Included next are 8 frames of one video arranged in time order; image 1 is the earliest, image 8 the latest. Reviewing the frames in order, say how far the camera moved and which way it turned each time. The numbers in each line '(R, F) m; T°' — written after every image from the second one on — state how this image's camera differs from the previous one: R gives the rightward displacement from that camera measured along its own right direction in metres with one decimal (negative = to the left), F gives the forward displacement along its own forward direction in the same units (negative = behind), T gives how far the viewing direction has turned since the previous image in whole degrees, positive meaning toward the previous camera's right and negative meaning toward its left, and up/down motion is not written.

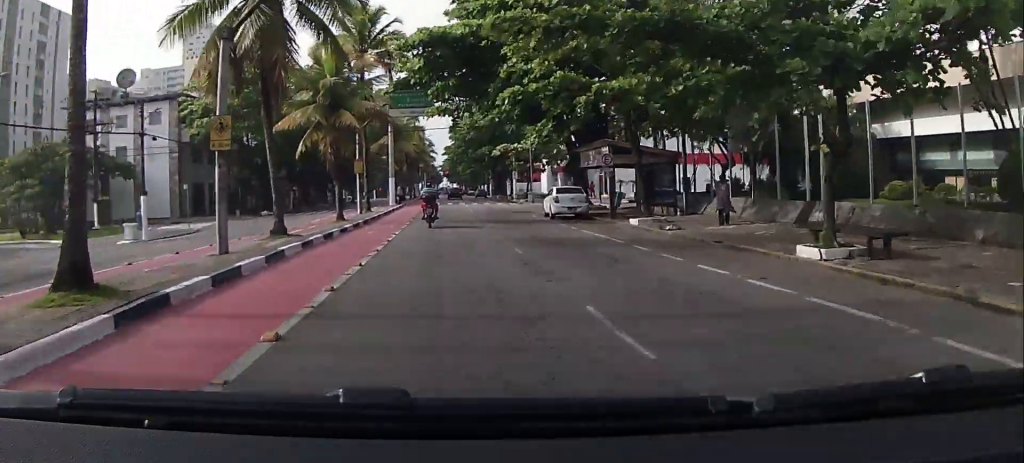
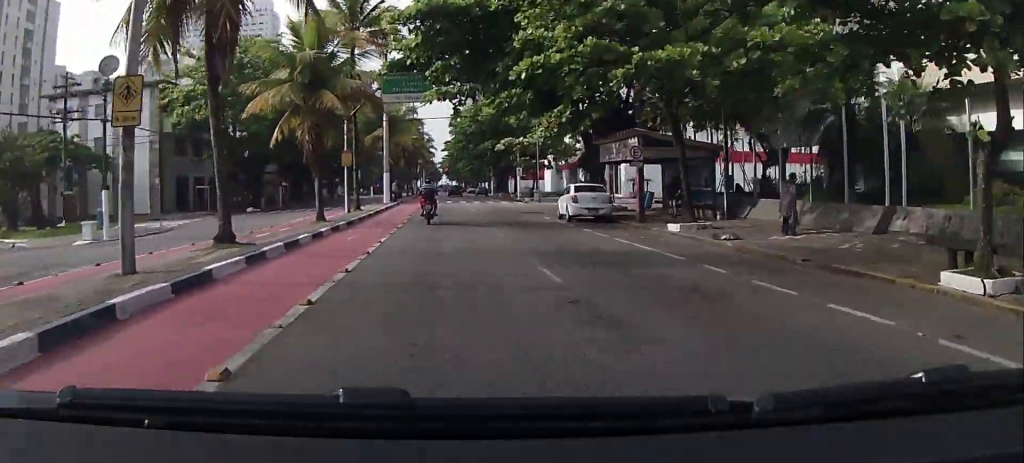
(0.0, +3.7) m; +2°
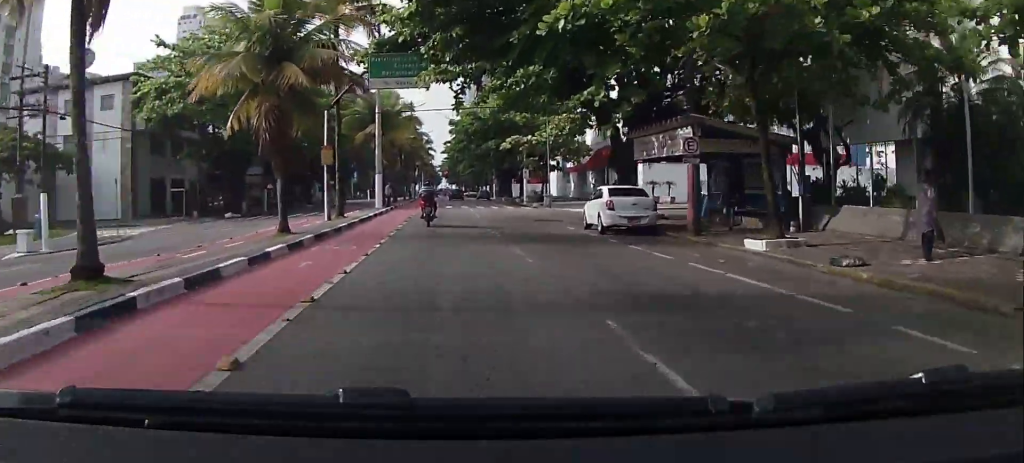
(+0.2, +4.8) m; 0°
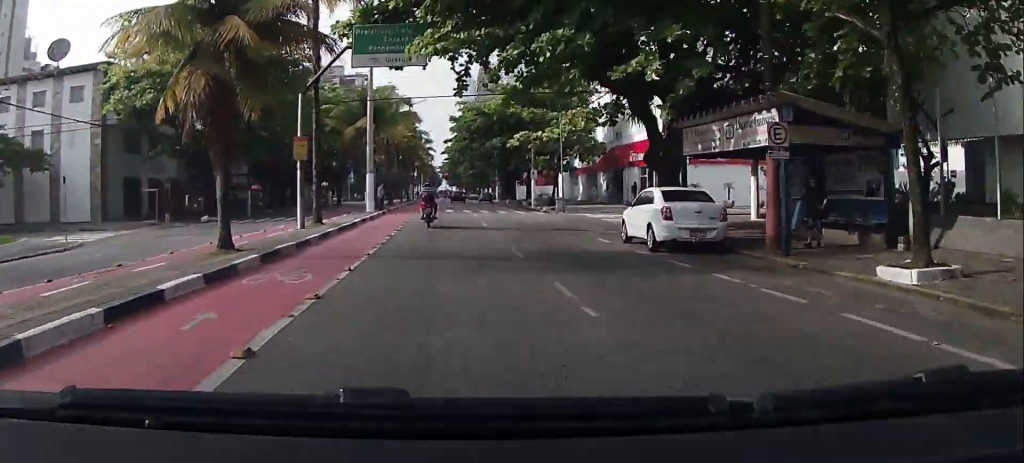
(+0.1, +4.5) m; 0°
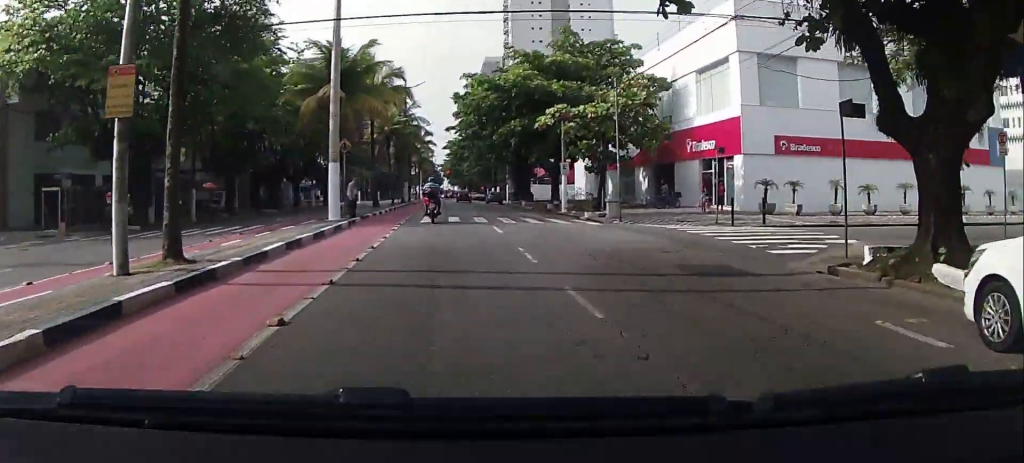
(-0.4, +12.0) m; 0°
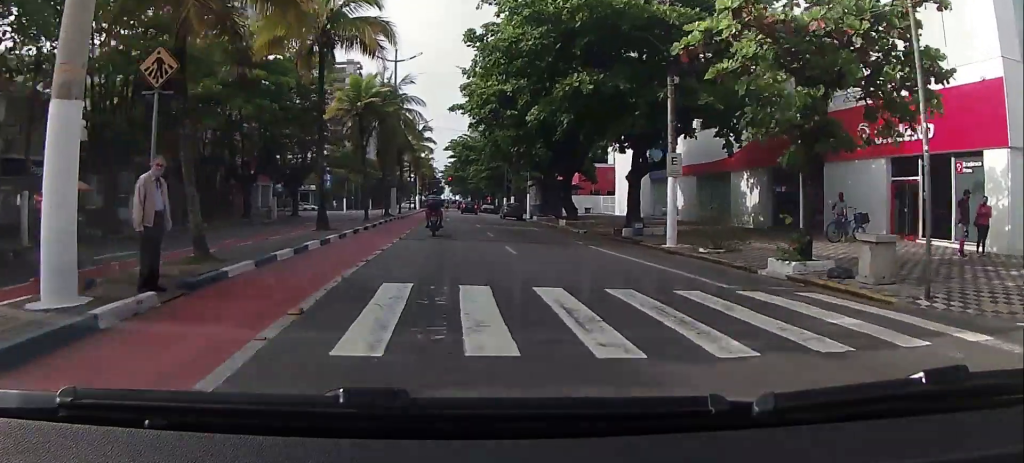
(+0.3, +18.4) m; +1°
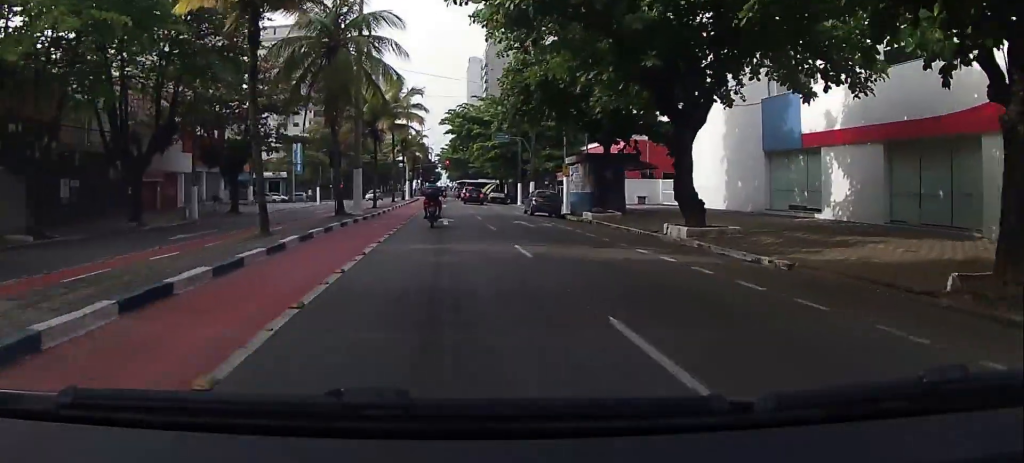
(+1.1, +19.5) m; +2°
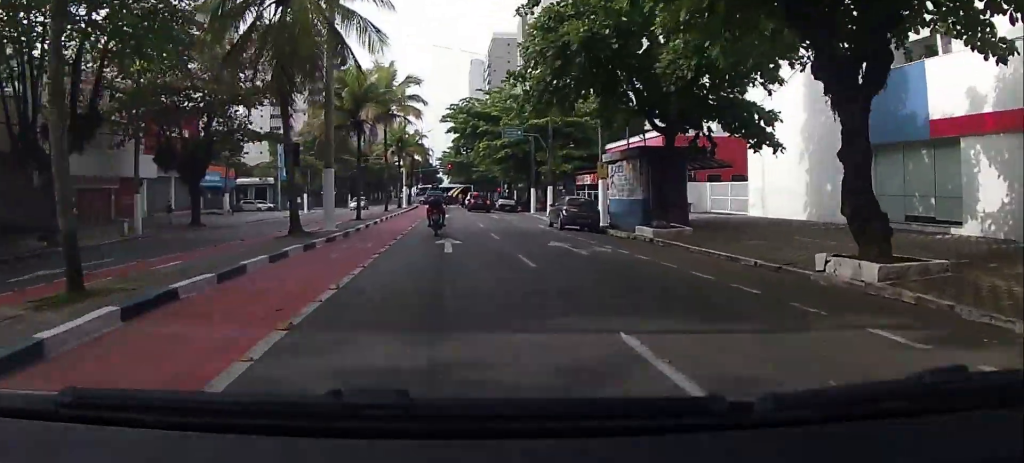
(-0.6, +8.8) m; -3°
